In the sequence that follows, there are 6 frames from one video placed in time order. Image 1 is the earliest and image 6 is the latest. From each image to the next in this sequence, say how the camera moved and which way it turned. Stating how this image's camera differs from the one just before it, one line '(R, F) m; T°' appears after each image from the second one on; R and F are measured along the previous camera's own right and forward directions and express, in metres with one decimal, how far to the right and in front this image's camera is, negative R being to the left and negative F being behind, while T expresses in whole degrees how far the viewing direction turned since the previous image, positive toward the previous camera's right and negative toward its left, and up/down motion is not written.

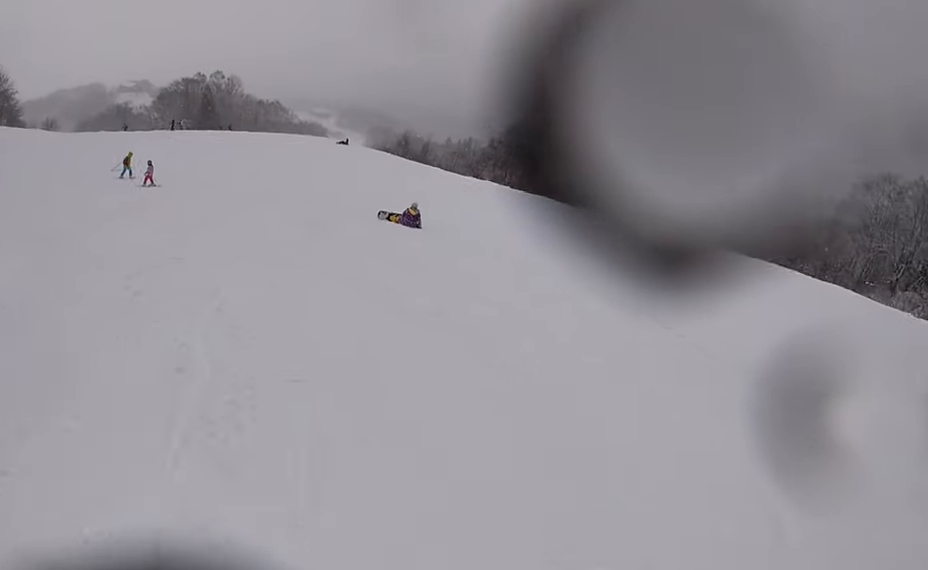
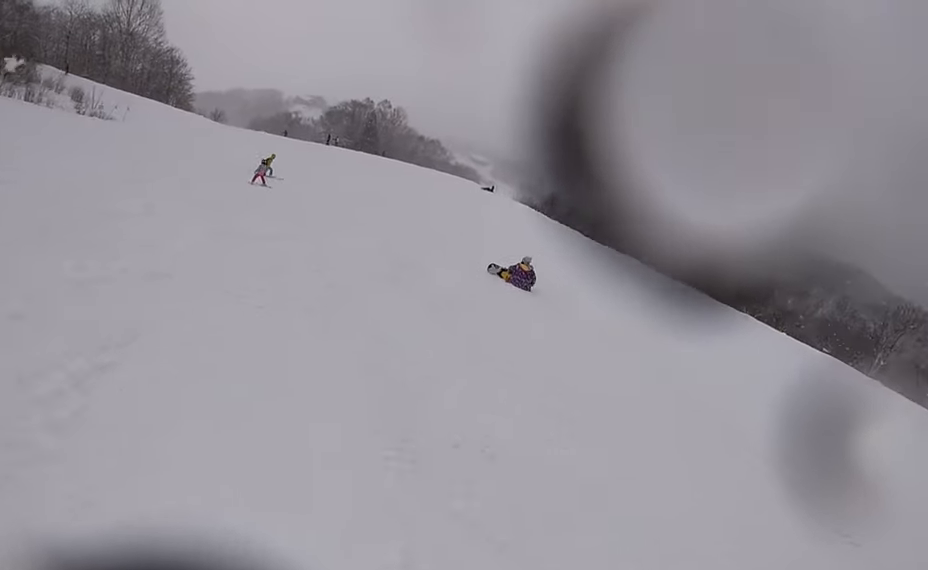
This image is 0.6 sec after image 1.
(-0.3, +3.0) m; -13°
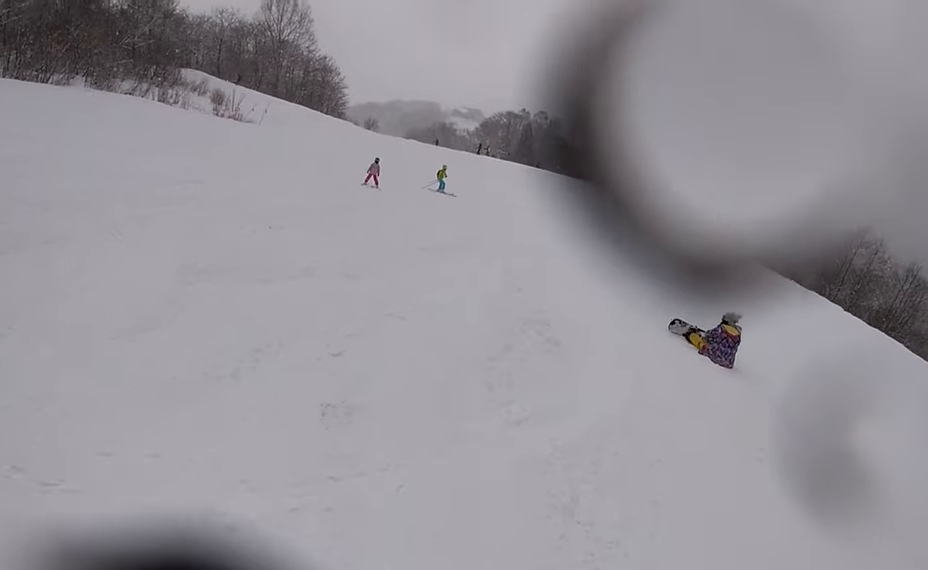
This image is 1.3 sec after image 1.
(-0.4, +4.2) m; -22°
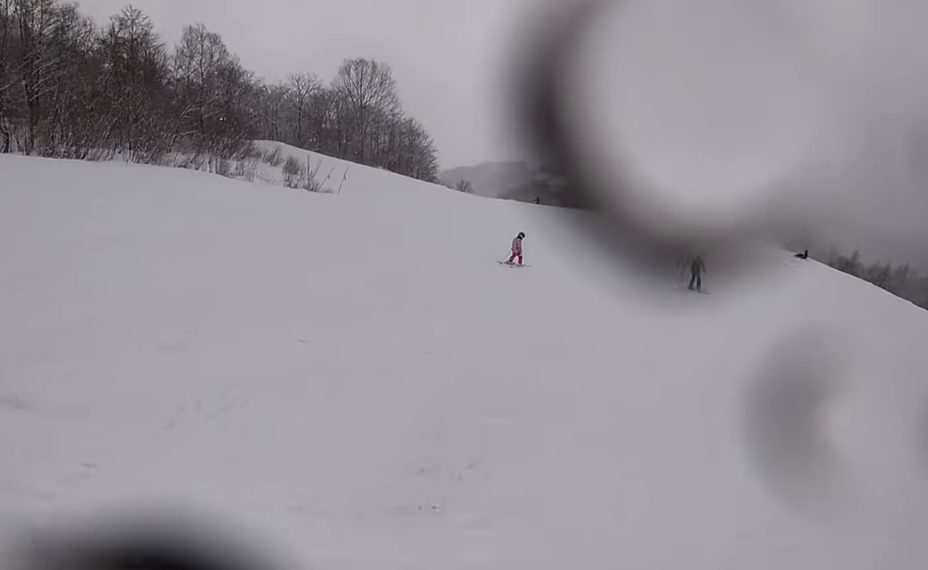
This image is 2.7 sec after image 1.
(-3.4, +7.3) m; -28°
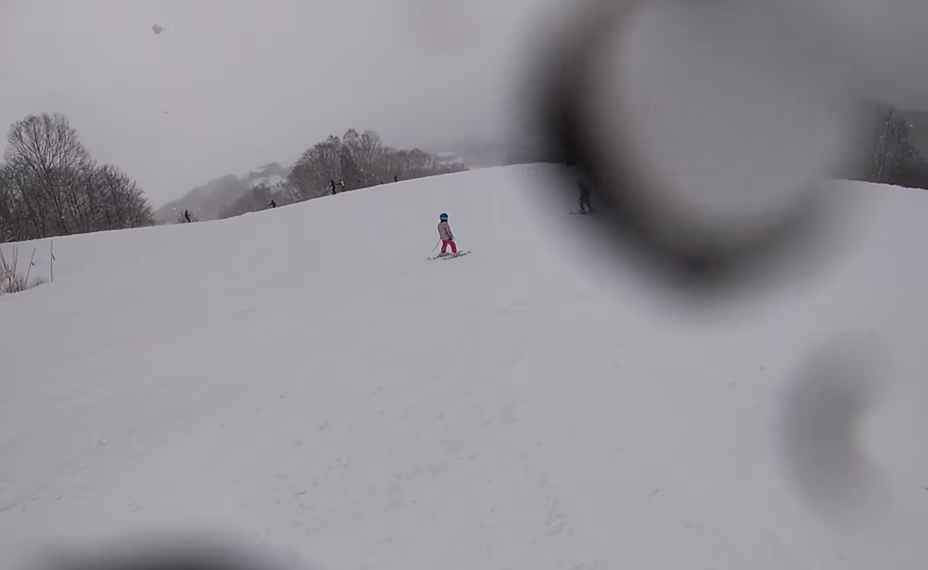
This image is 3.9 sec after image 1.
(+0.3, +6.6) m; +18°
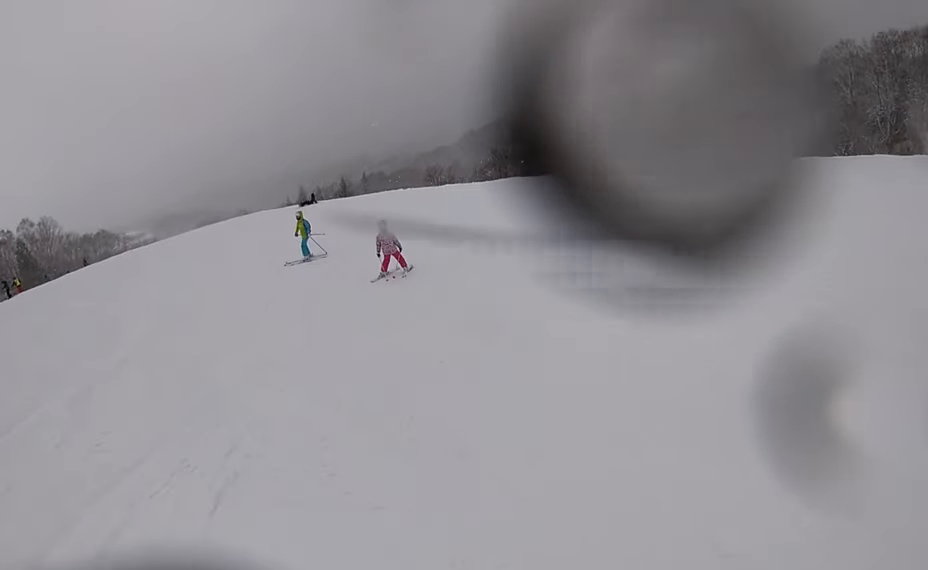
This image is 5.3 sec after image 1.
(+2.3, +7.7) m; +32°
